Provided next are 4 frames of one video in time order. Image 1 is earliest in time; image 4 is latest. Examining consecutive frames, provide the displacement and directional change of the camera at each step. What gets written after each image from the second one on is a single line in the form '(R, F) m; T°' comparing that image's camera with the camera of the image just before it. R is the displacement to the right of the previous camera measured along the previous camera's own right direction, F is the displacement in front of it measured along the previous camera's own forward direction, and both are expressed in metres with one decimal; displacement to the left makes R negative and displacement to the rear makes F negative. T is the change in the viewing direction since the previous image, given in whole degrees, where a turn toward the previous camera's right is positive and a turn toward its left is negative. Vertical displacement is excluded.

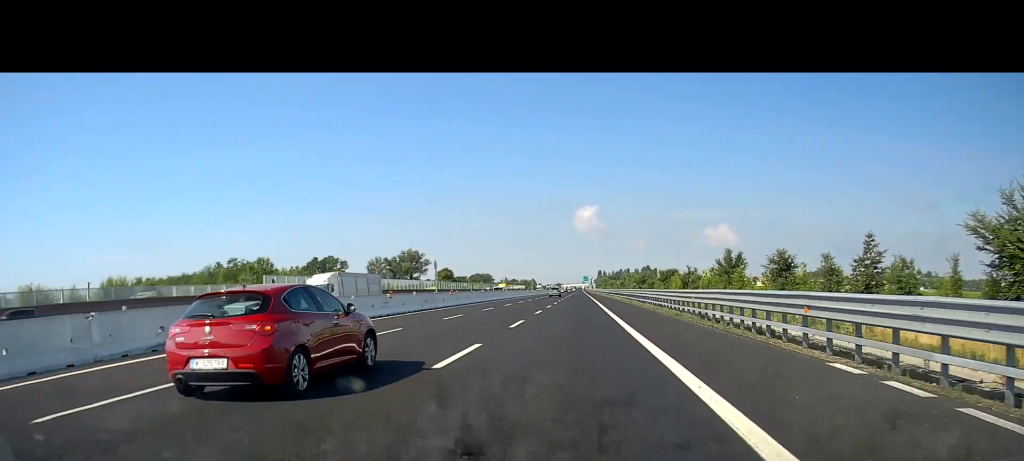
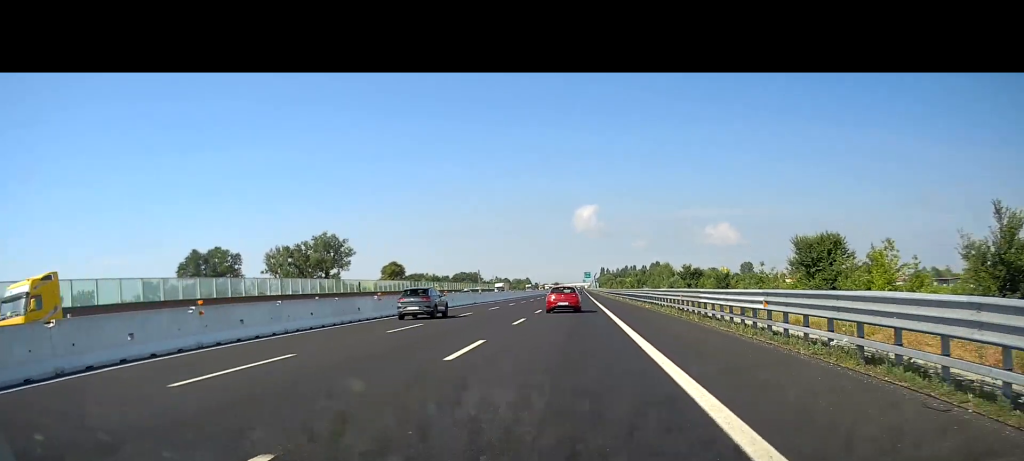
(+0.3, +91.5) m; 0°
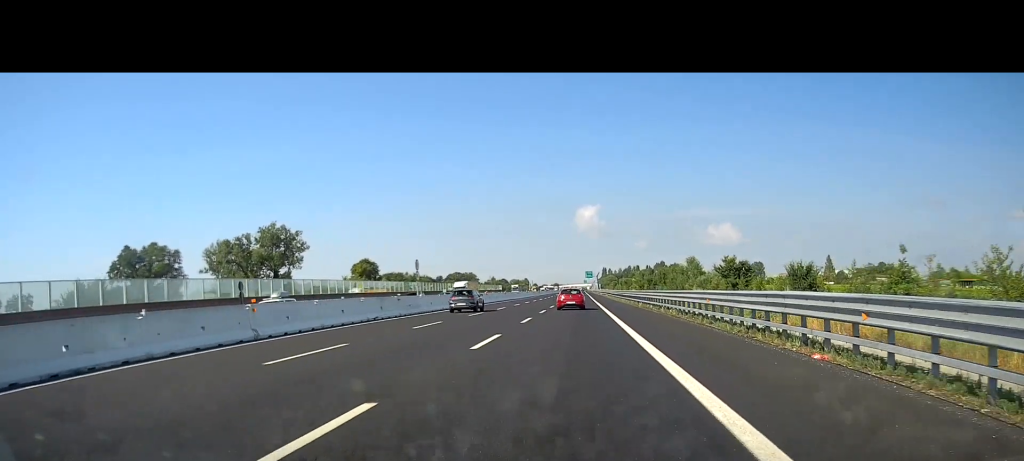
(-0.2, +32.9) m; 0°
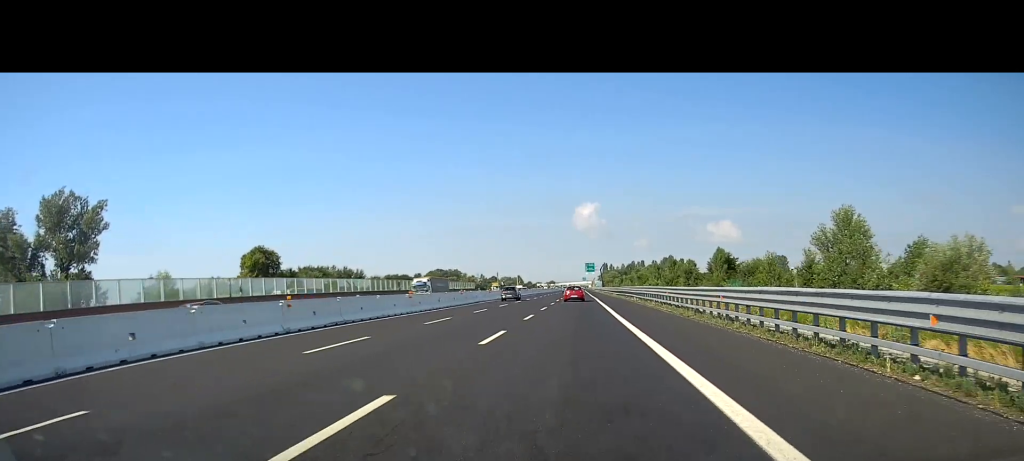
(+0.2, +70.1) m; +1°
